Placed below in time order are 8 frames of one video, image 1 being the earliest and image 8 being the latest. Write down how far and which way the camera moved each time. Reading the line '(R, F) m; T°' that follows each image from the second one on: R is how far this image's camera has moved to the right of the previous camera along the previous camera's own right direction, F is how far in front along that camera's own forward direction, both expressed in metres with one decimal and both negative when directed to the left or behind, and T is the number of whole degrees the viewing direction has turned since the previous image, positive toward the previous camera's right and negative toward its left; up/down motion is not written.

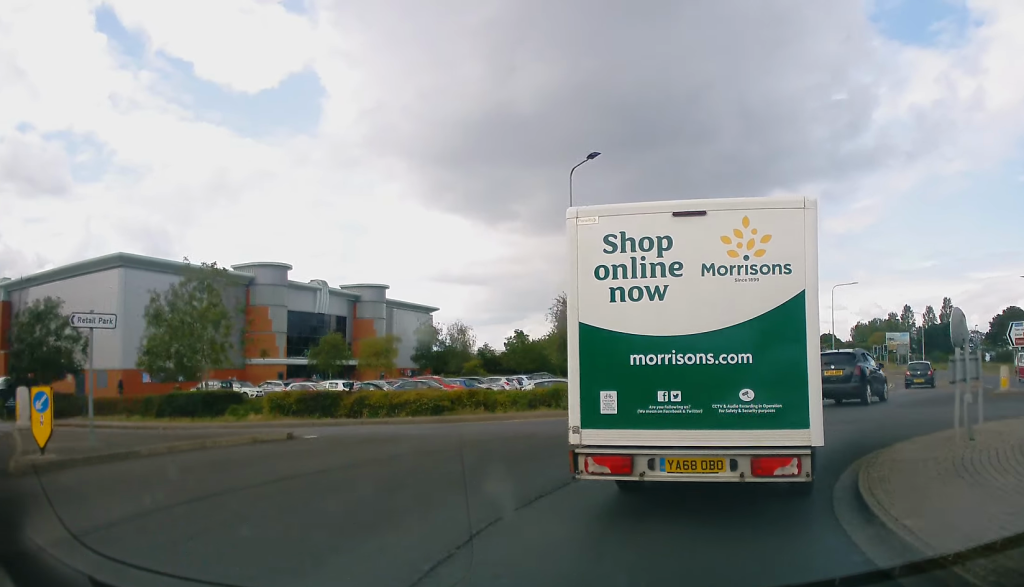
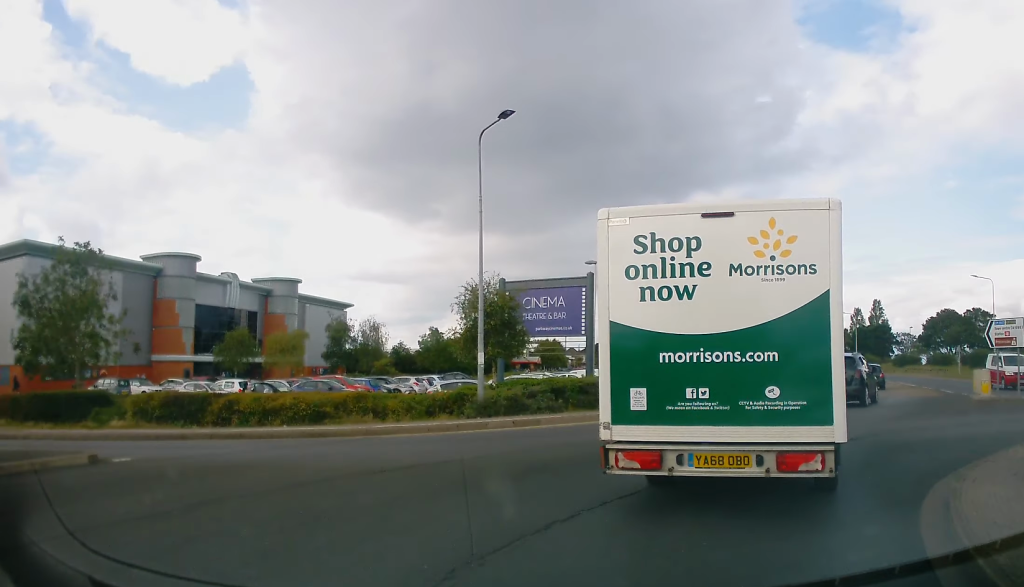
(0.0, +3.8) m; +4°
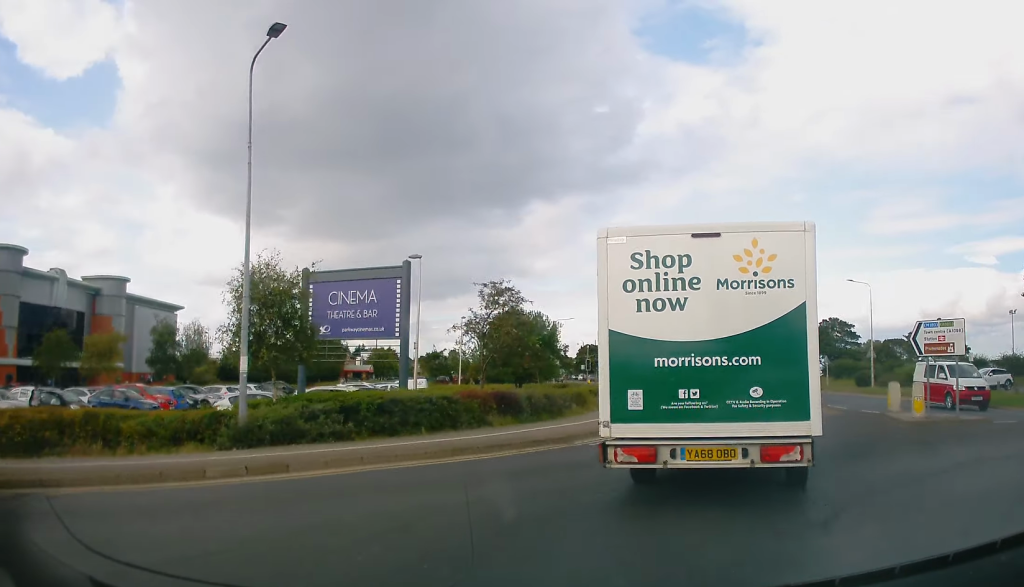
(+0.4, +5.6) m; +11°
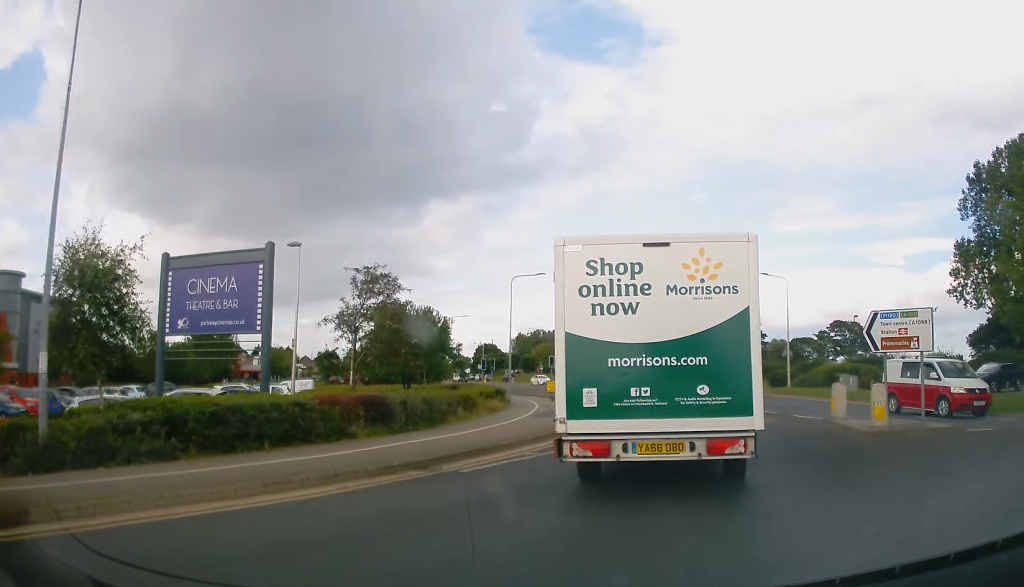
(+0.1, +3.4) m; +7°
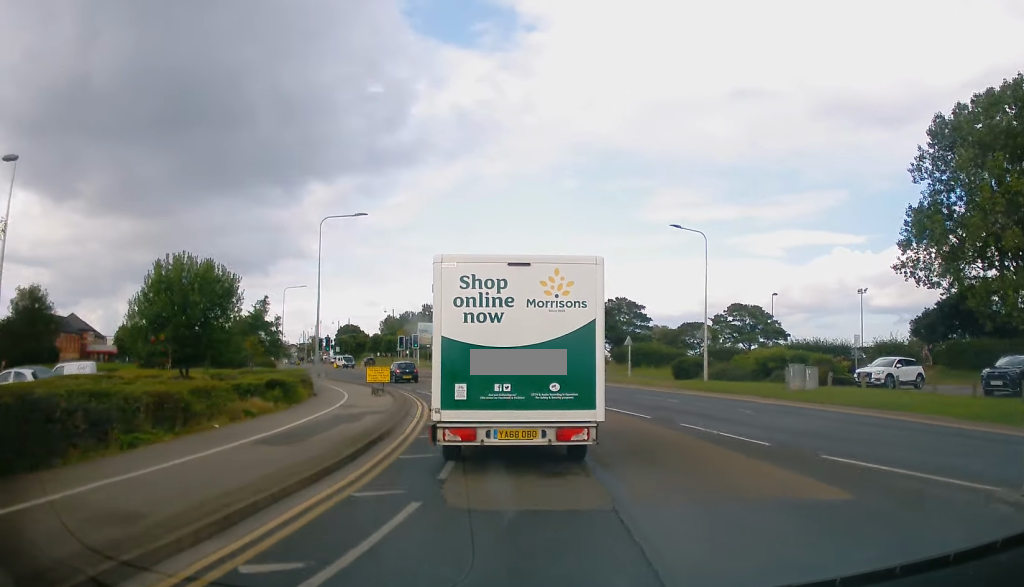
(+2.4, +12.2) m; +14°
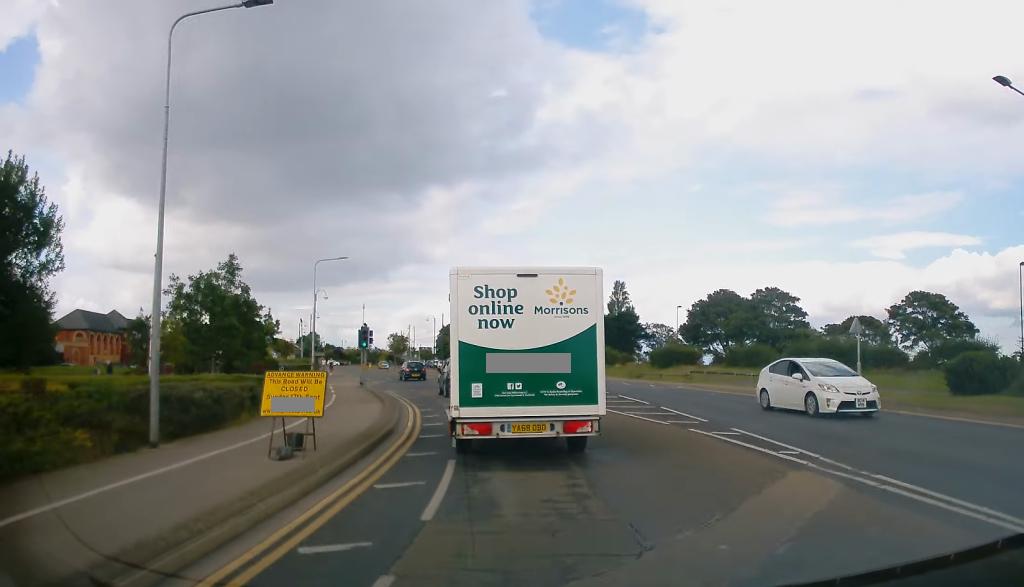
(-0.9, +19.0) m; -8°
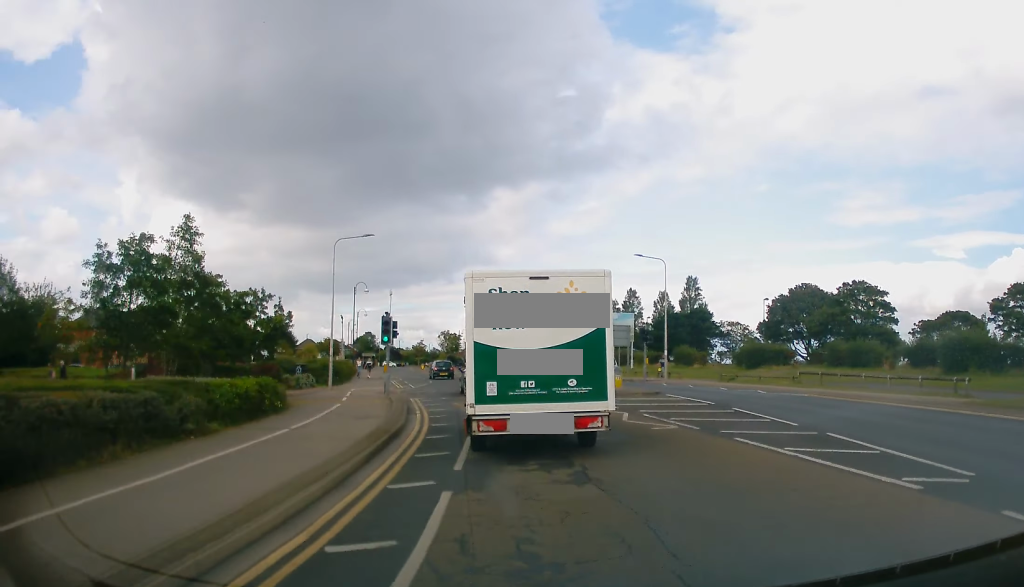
(-0.3, +8.4) m; -3°
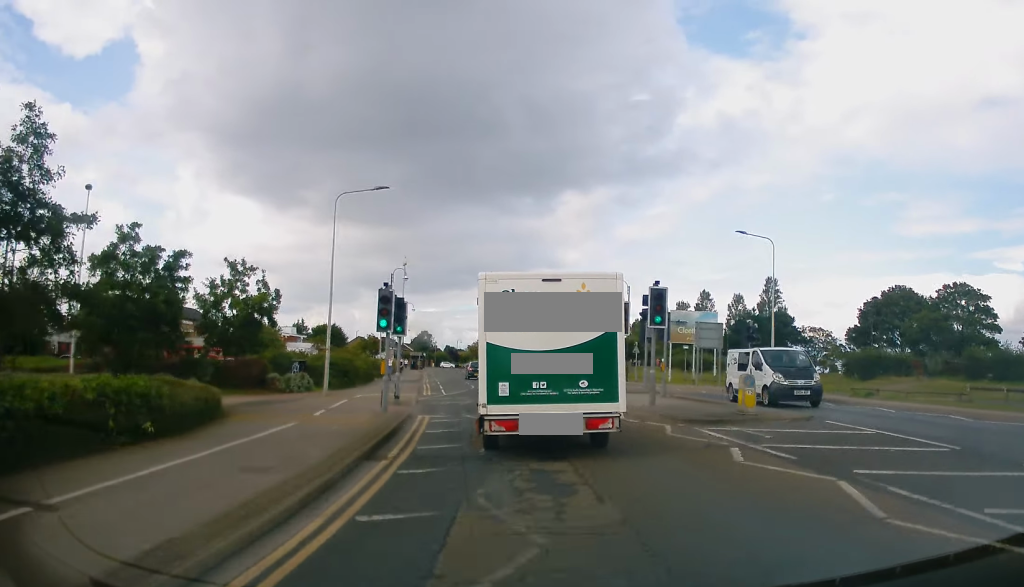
(-0.2, +10.1) m; -6°
